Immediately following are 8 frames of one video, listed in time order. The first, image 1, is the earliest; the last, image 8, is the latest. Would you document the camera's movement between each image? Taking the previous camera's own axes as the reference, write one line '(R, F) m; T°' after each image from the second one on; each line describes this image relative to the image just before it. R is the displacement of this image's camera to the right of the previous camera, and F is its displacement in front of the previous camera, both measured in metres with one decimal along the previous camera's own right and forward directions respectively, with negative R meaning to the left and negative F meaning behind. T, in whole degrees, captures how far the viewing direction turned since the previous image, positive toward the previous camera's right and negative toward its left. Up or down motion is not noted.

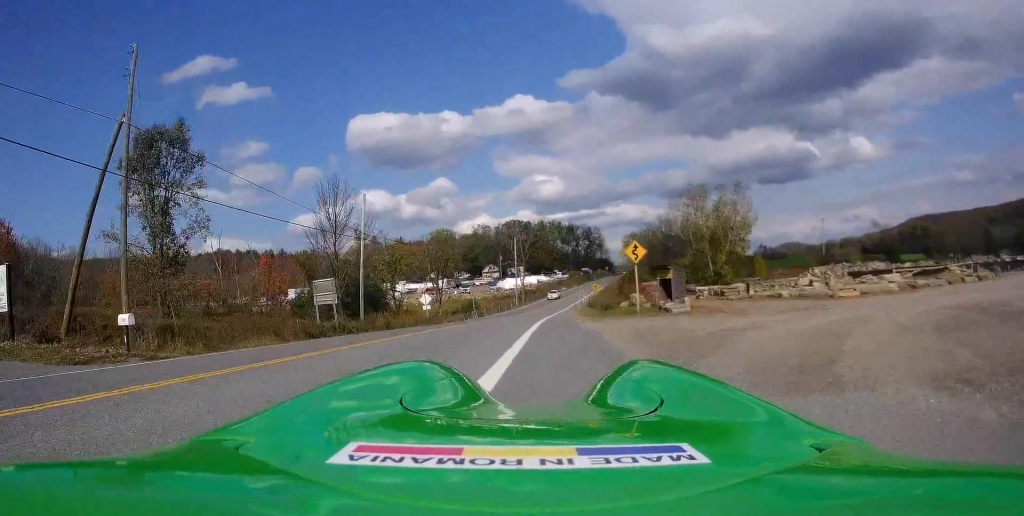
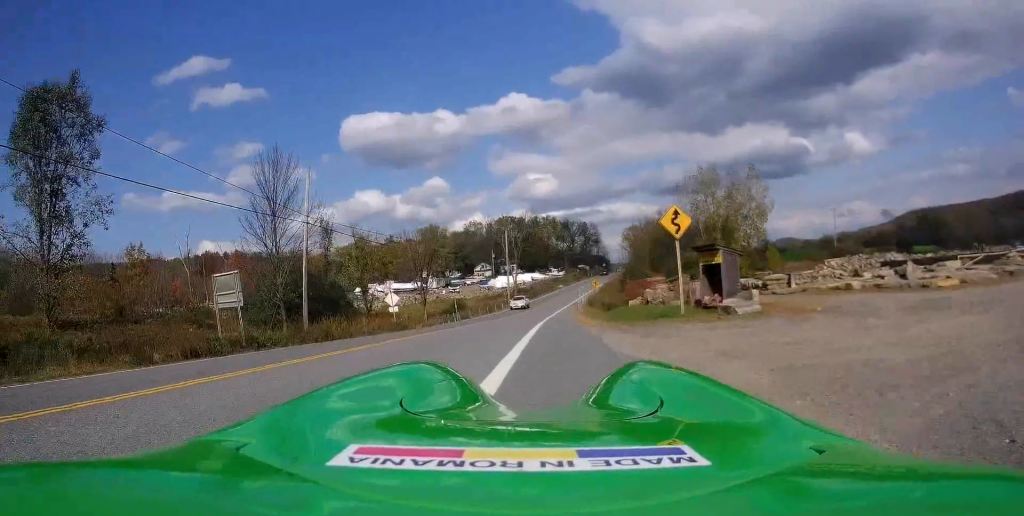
(-0.2, +9.0) m; 0°
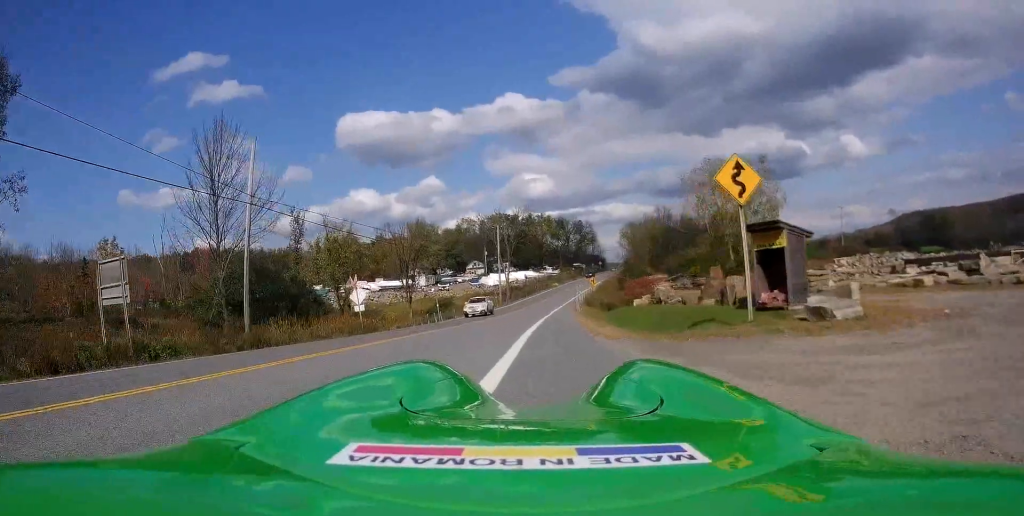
(0.0, +5.9) m; +1°
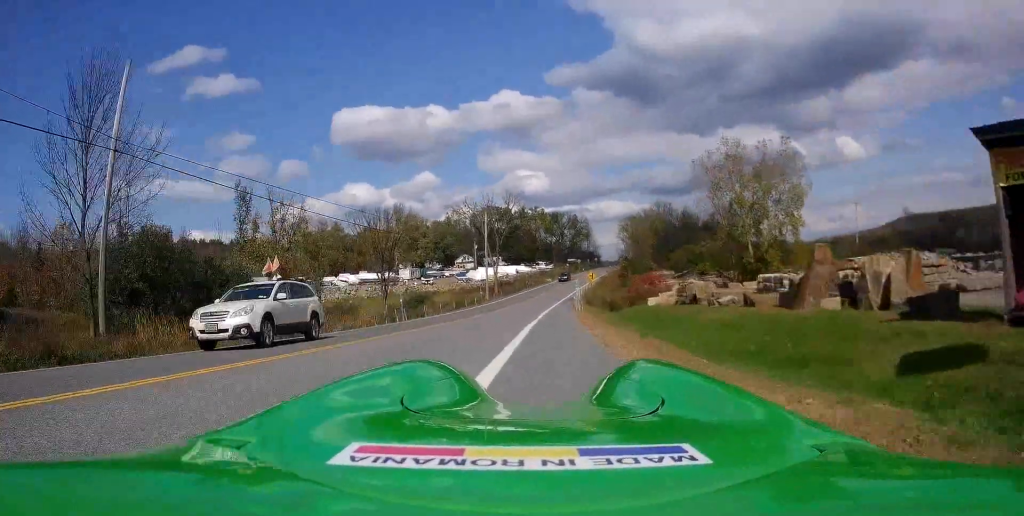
(+0.2, +9.2) m; +1°
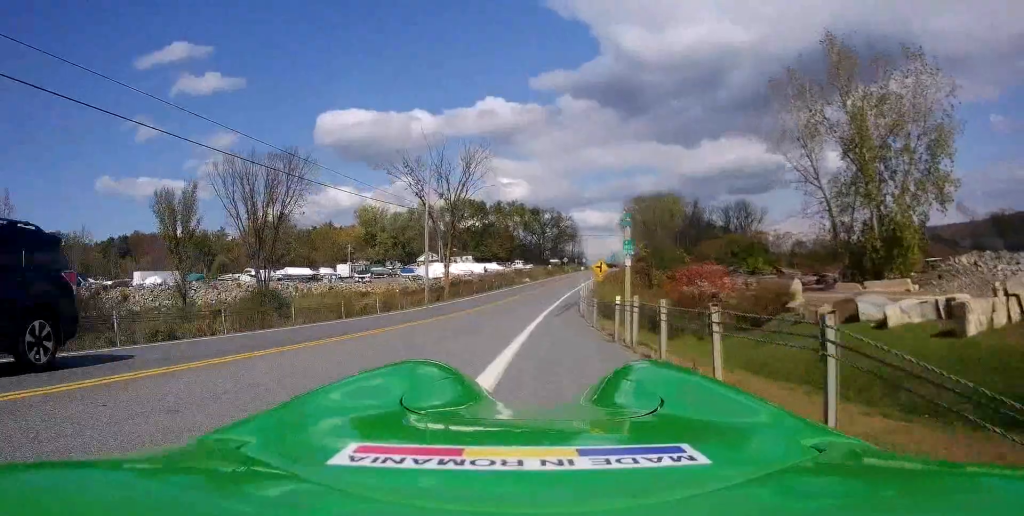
(+0.5, +29.1) m; +1°
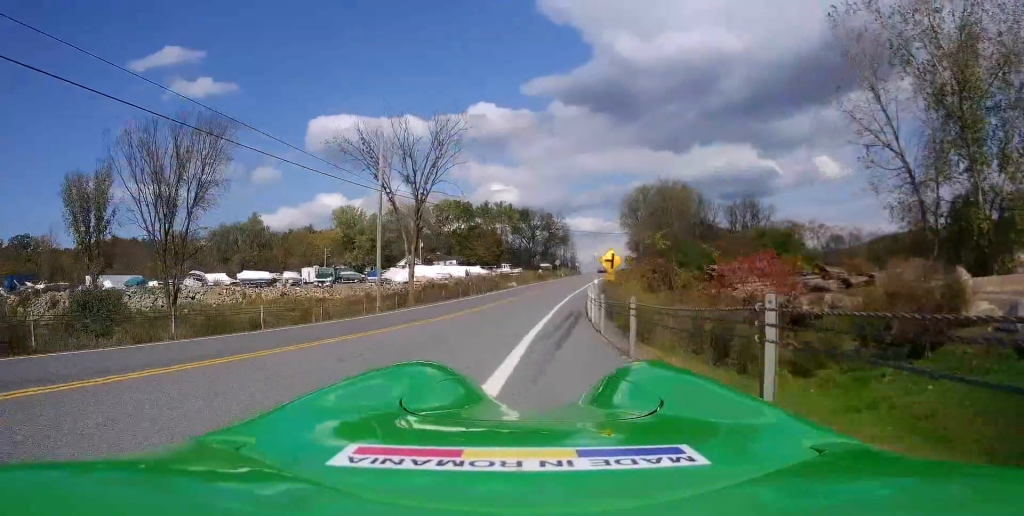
(-0.2, +12.0) m; 0°
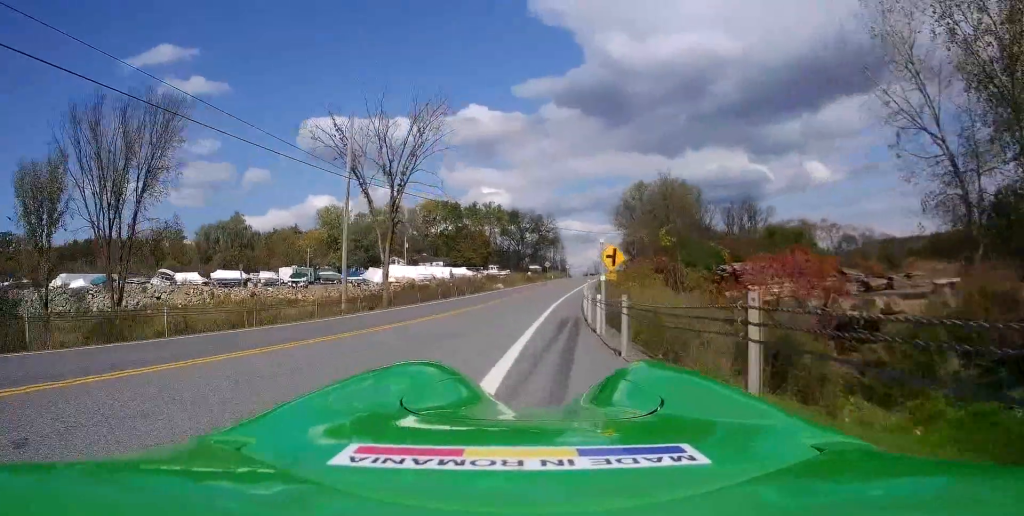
(+0.1, +4.5) m; +1°
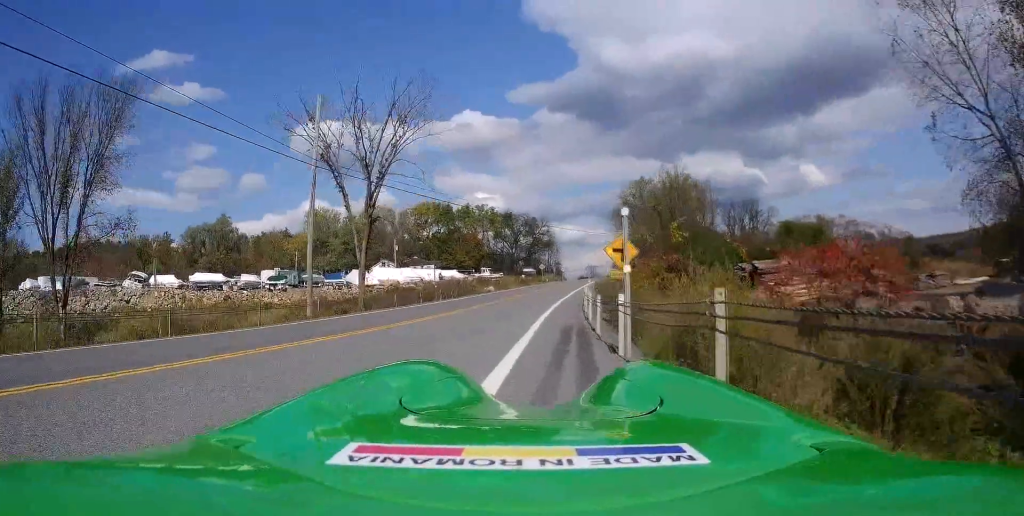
(0.0, +4.6) m; +1°
